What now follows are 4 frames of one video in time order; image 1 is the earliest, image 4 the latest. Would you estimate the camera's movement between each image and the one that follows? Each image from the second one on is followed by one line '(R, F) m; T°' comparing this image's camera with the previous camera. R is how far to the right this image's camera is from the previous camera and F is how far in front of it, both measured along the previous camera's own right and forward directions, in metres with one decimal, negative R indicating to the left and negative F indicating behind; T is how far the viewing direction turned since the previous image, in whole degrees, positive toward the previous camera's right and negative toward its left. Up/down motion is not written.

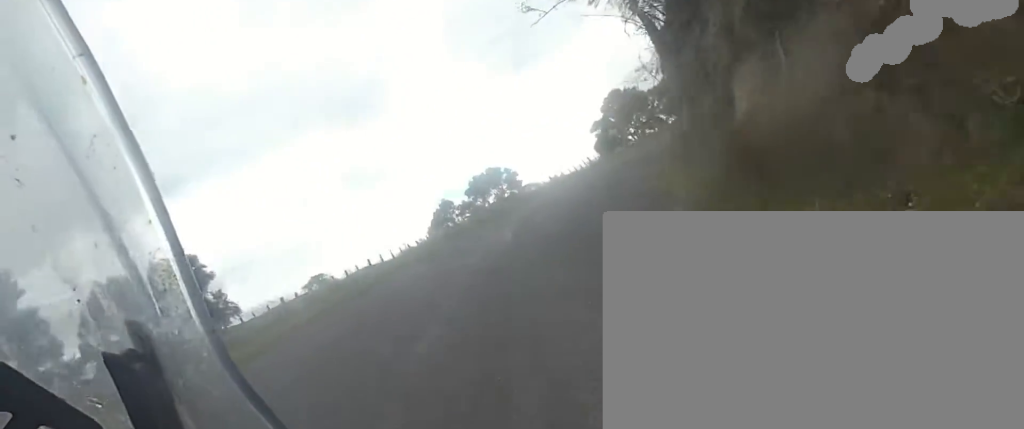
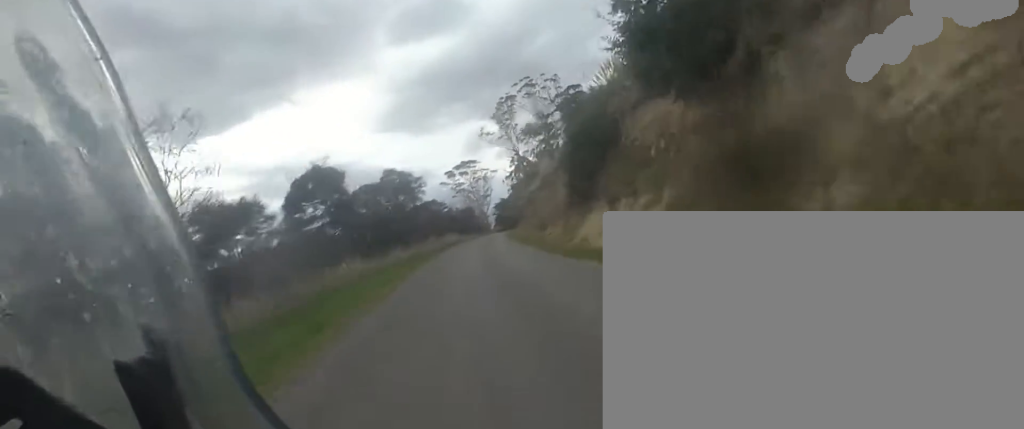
(+36.5, +43.5) m; +54°
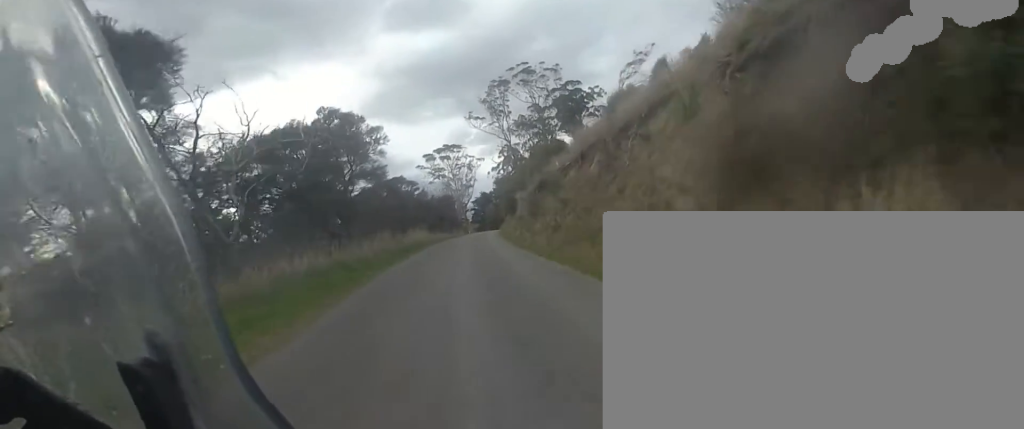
(+0.4, +20.5) m; +1°
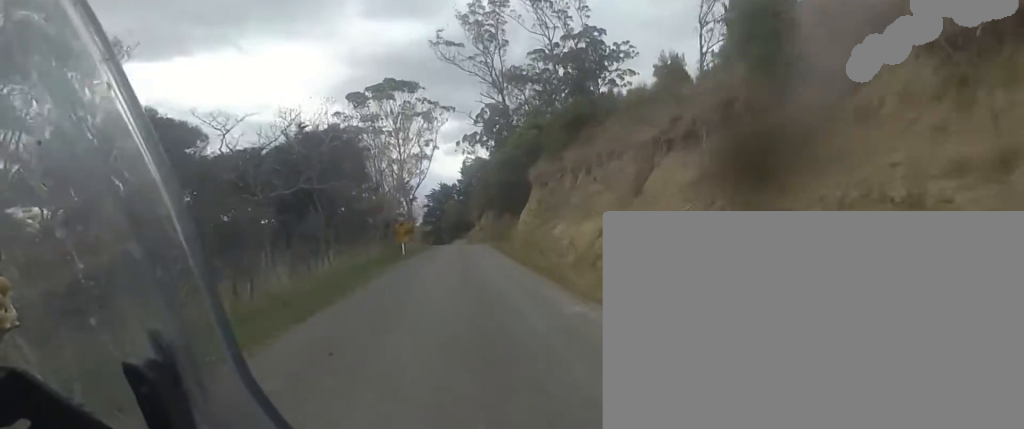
(+4.1, +57.2) m; +8°
